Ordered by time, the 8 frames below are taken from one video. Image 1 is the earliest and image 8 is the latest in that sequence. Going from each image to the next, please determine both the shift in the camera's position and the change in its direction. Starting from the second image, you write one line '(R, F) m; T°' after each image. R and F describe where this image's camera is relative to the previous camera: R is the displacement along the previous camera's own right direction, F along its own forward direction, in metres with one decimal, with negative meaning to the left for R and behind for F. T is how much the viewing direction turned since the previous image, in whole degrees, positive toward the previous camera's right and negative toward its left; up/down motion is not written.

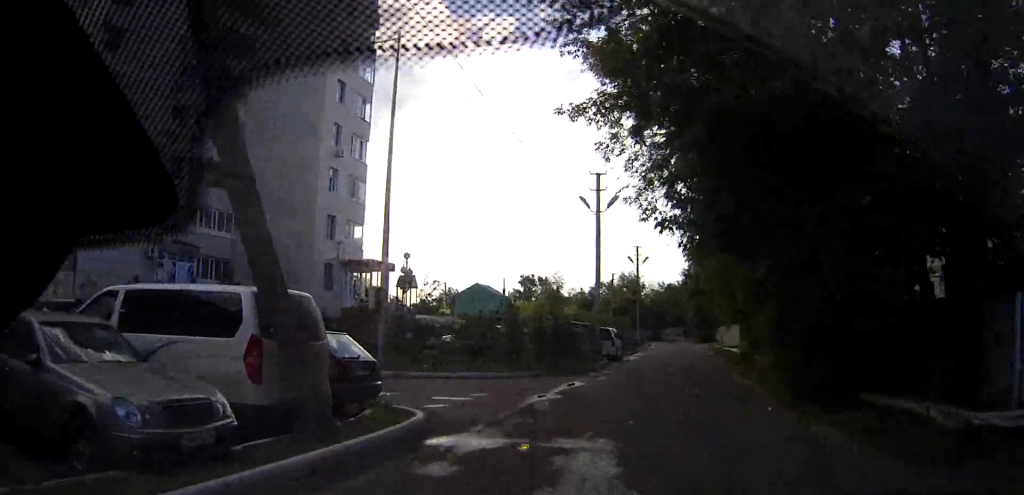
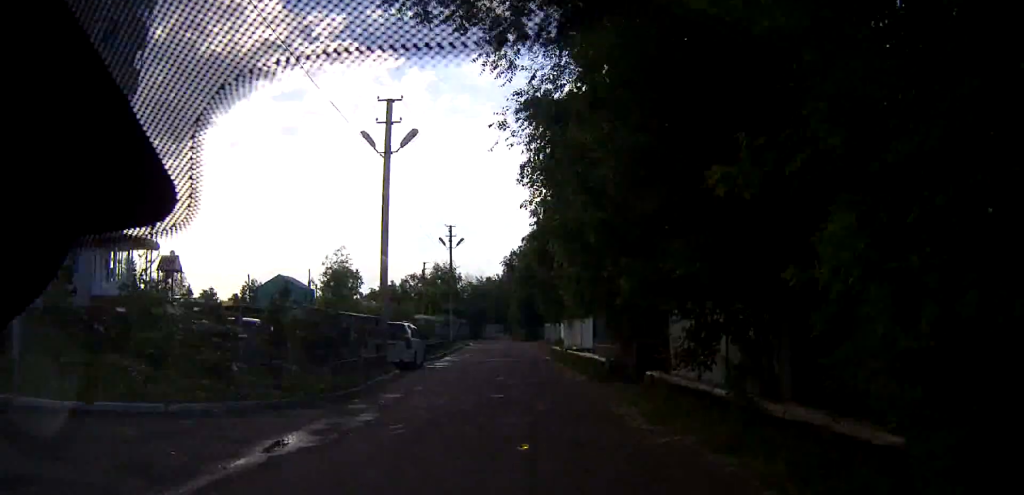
(+1.4, +11.2) m; +10°
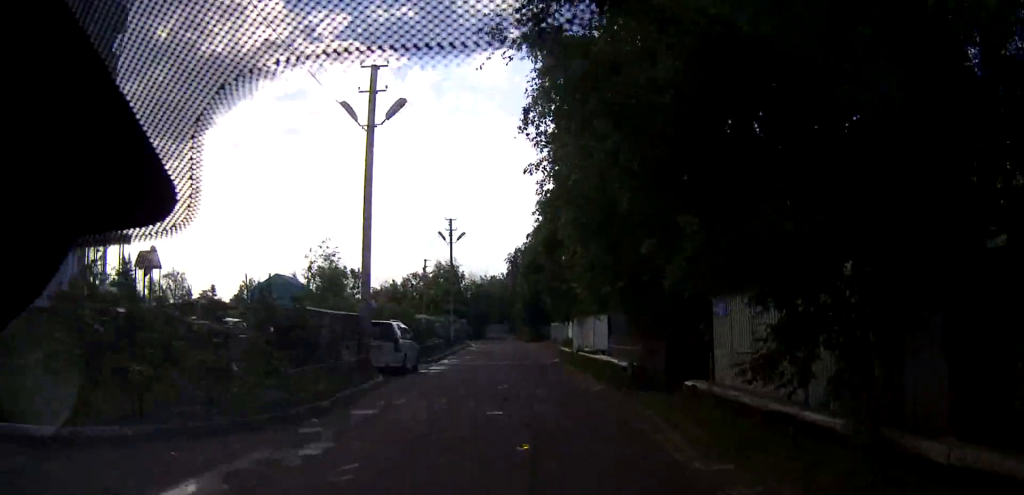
(0.0, +3.1) m; +2°
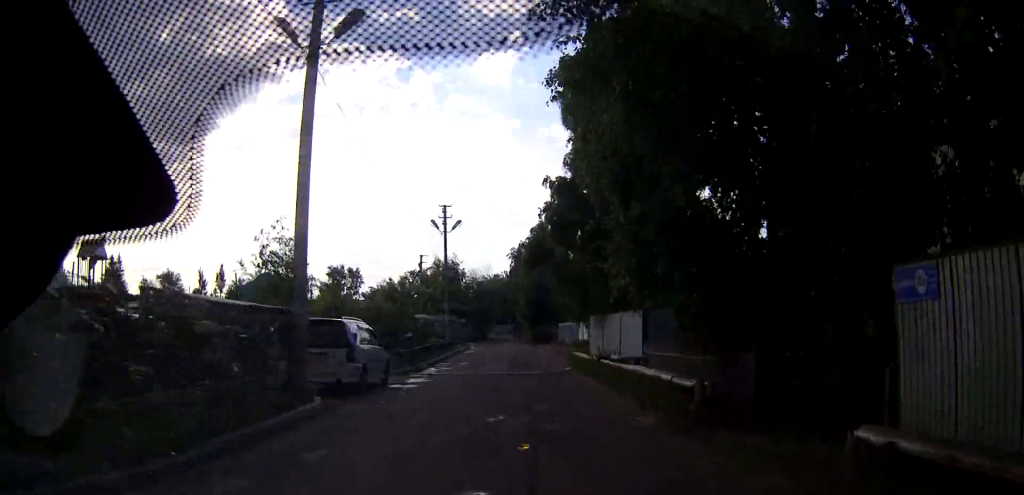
(+0.1, +5.3) m; +3°
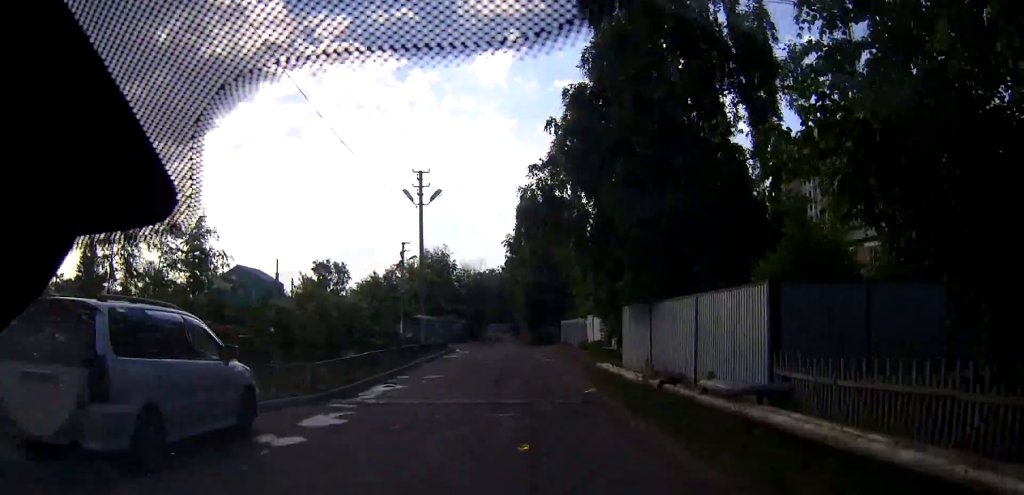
(+0.3, +7.4) m; +2°
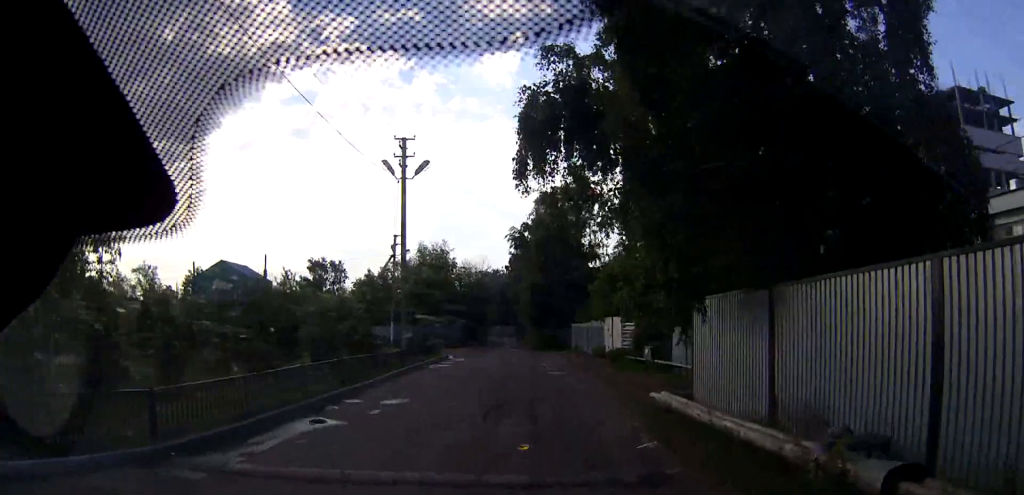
(0.0, +6.8) m; -2°
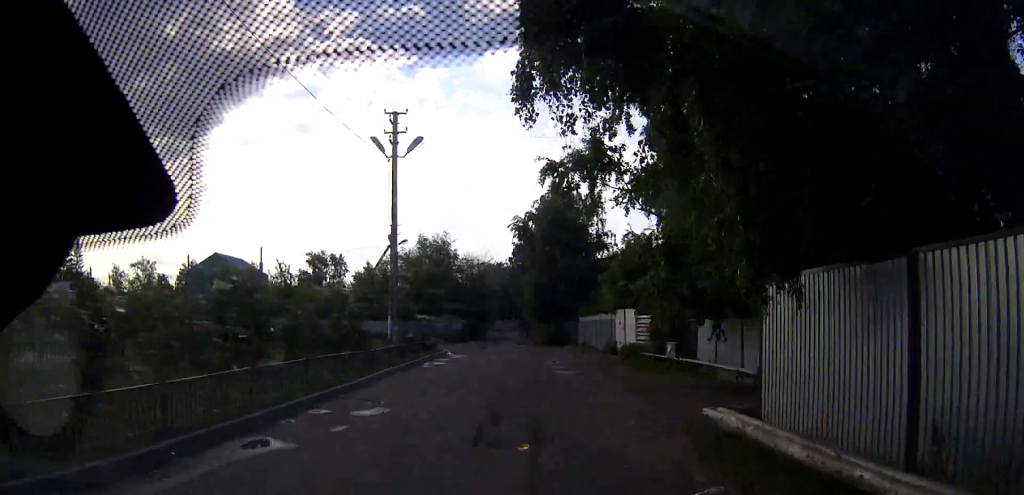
(-0.1, +3.4) m; -5°
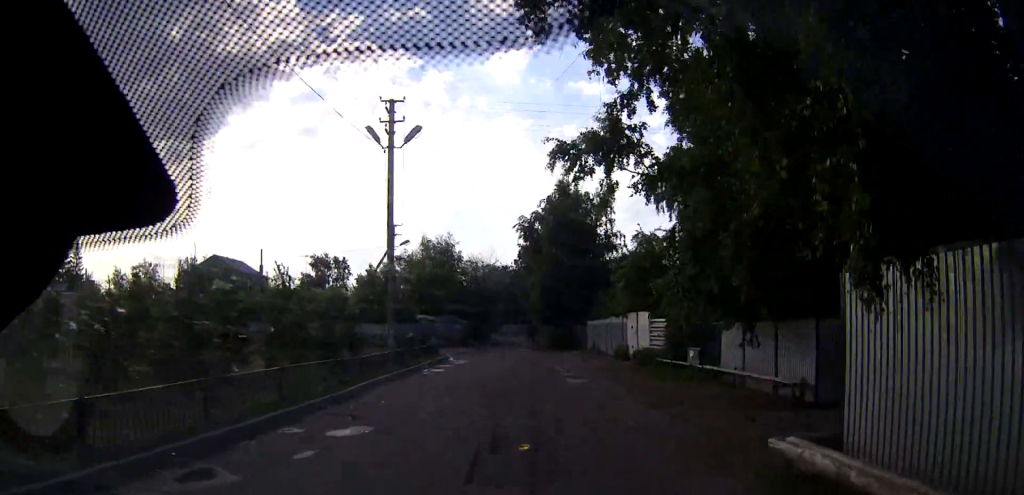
(-0.2, +2.2) m; -4°
